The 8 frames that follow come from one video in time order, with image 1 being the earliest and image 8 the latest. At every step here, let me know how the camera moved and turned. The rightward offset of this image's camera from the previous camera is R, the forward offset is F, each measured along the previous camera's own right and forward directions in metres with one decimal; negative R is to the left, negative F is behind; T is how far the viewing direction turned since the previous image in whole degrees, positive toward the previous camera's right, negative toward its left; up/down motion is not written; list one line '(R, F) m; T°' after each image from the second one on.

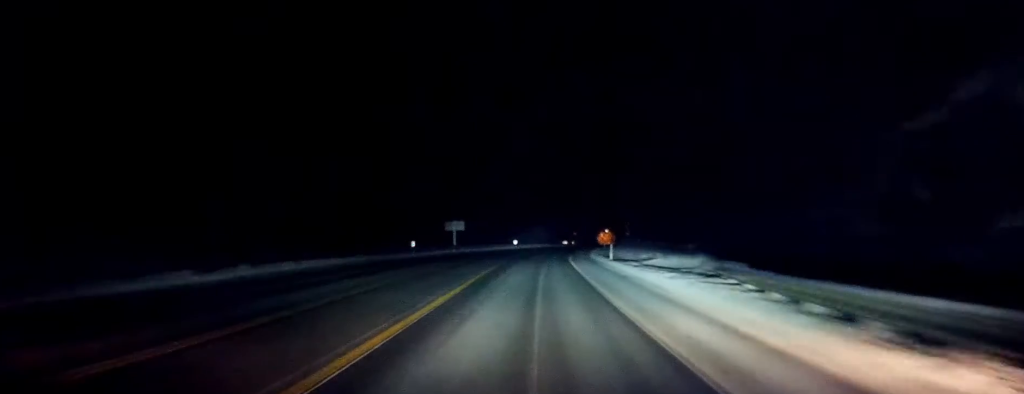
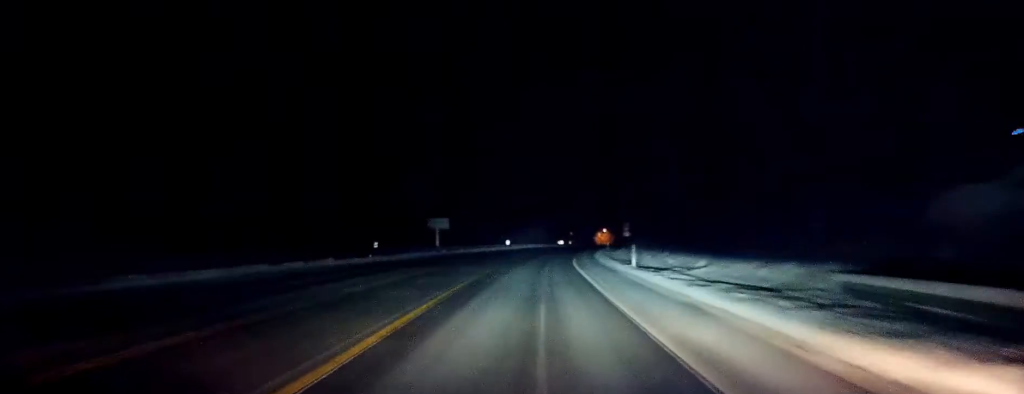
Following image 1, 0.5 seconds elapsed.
(-0.1, +9.8) m; 0°
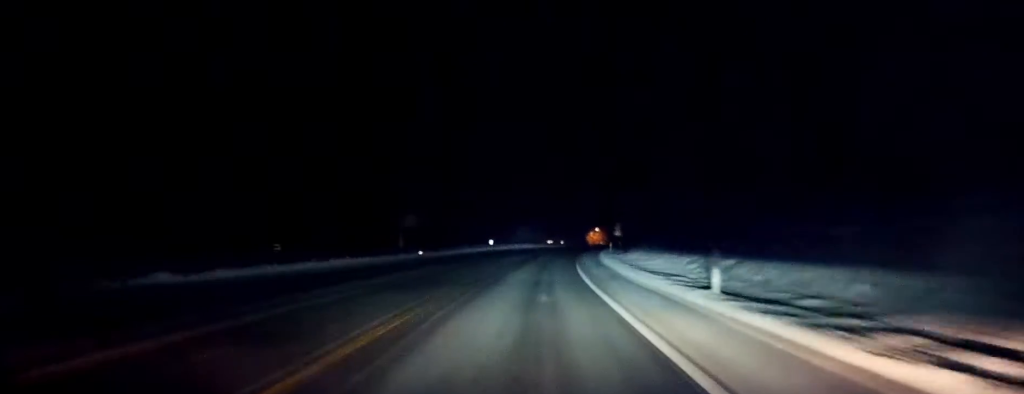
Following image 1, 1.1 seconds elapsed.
(+0.2, +13.3) m; +1°
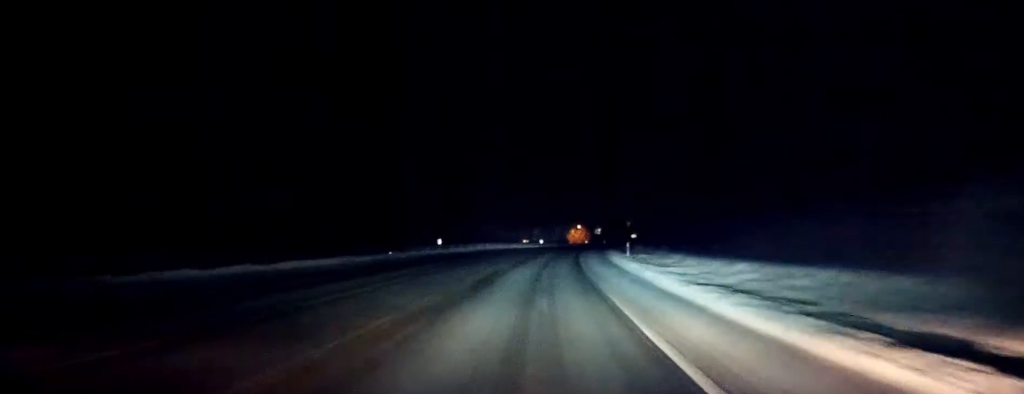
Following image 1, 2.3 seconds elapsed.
(+0.6, +25.5) m; +2°
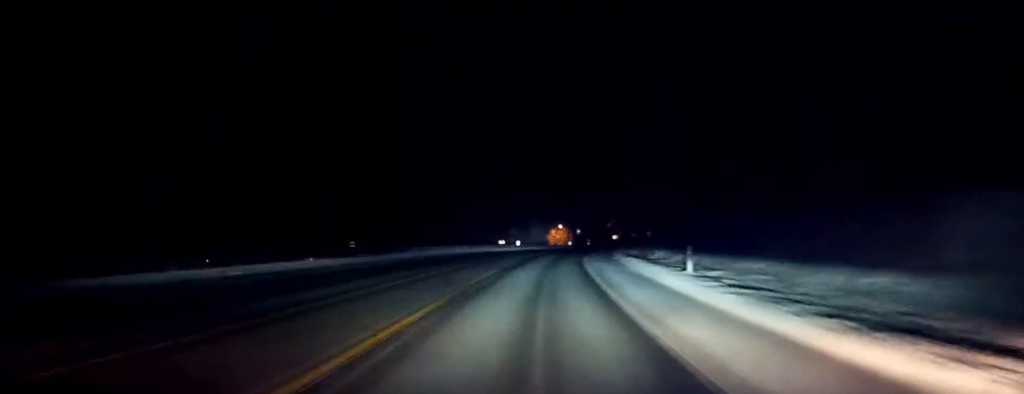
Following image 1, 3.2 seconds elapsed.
(+0.2, +20.1) m; +1°
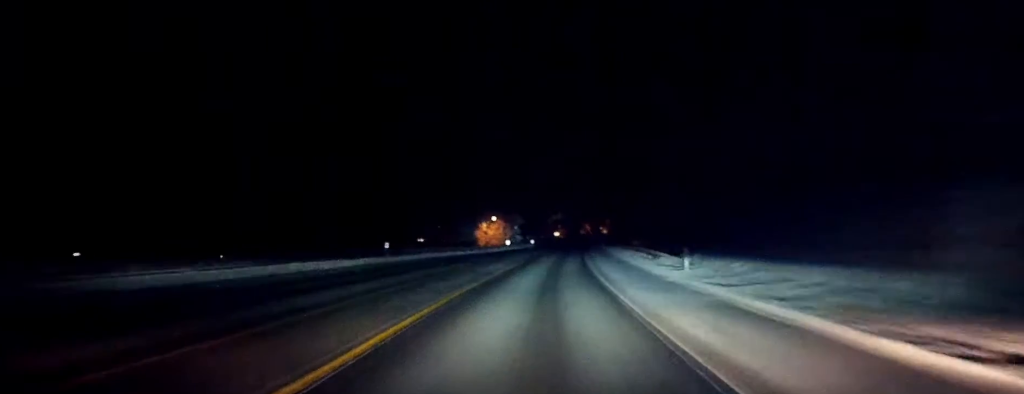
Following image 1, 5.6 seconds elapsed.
(+2.7, +50.5) m; +7°
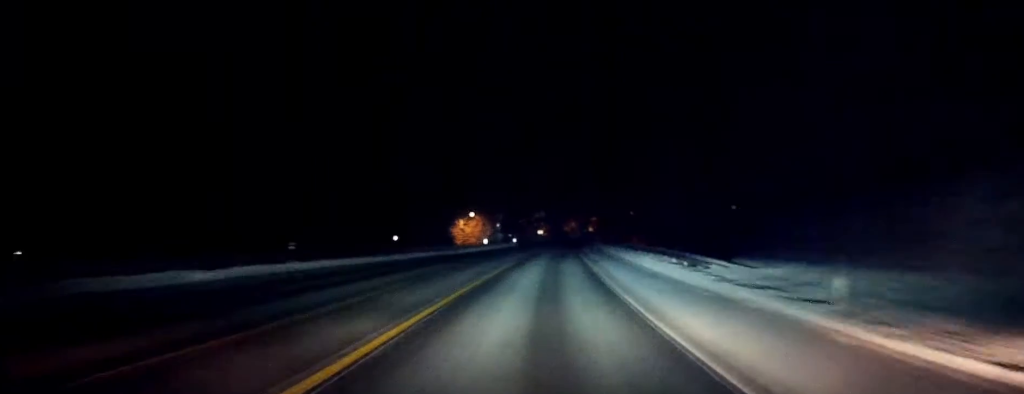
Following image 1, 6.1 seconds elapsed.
(+0.3, +12.3) m; +1°
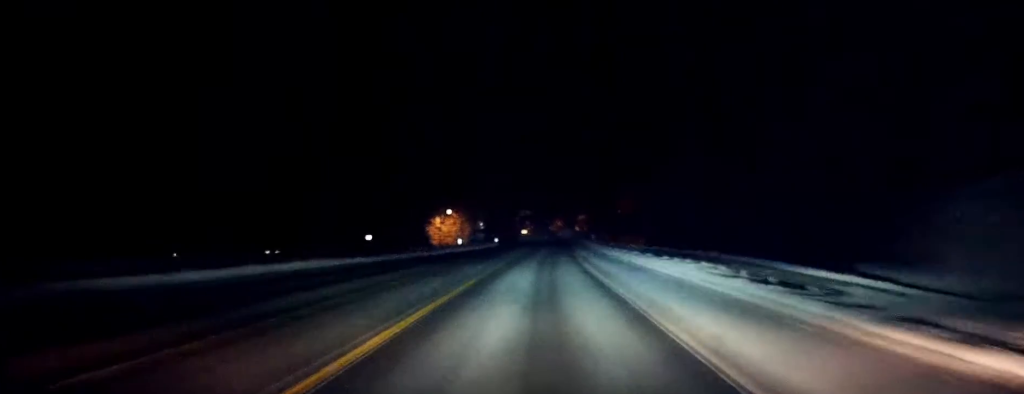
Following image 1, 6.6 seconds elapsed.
(+0.1, +10.9) m; +1°
